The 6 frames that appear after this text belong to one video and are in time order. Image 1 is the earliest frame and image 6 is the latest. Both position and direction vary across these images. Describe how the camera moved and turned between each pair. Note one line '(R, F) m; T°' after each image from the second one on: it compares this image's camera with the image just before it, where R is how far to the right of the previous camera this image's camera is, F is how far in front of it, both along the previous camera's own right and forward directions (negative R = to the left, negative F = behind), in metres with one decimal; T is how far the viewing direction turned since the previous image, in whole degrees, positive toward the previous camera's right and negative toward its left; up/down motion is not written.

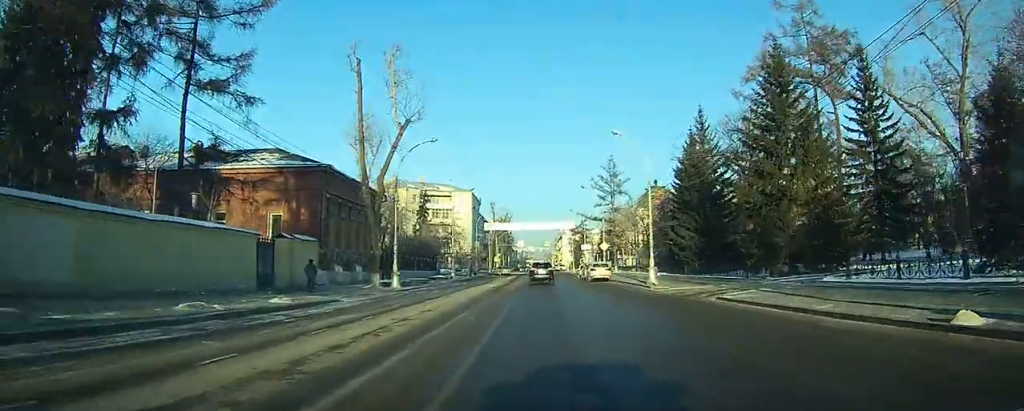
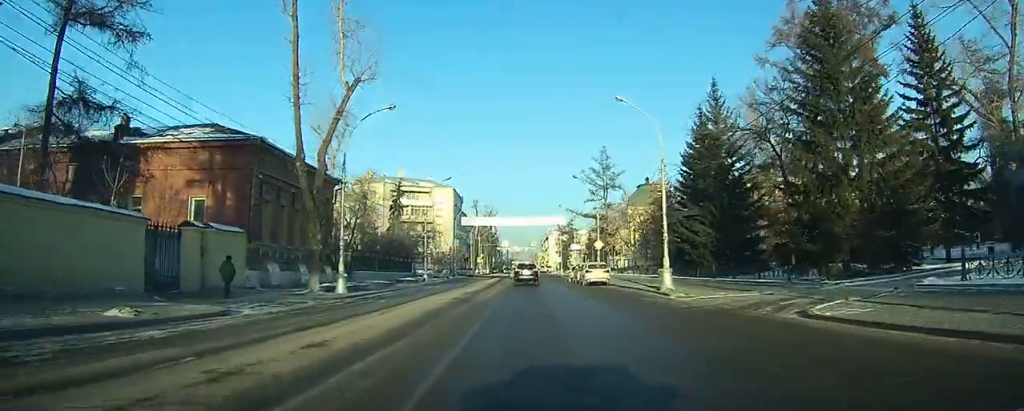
(0.0, +6.1) m; 0°
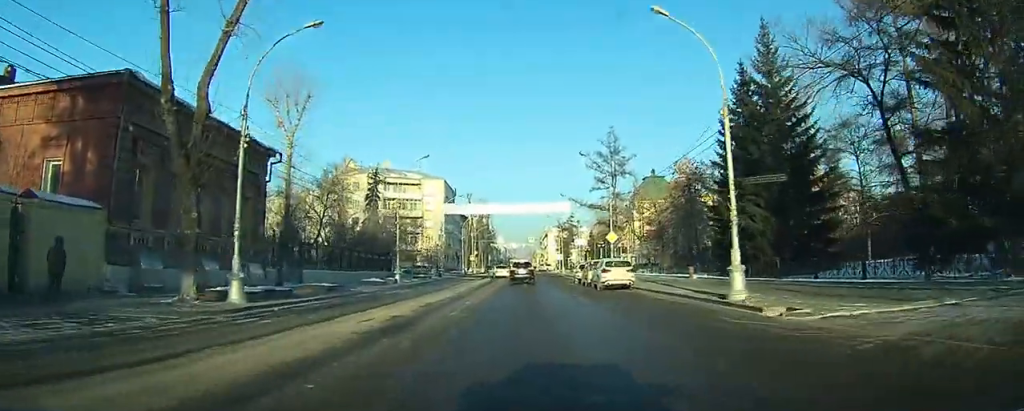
(0.0, +9.0) m; 0°
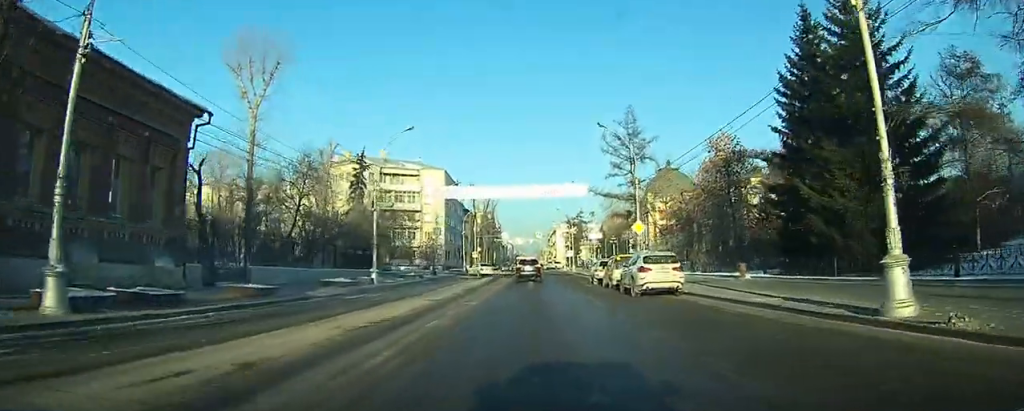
(0.0, +8.8) m; 0°
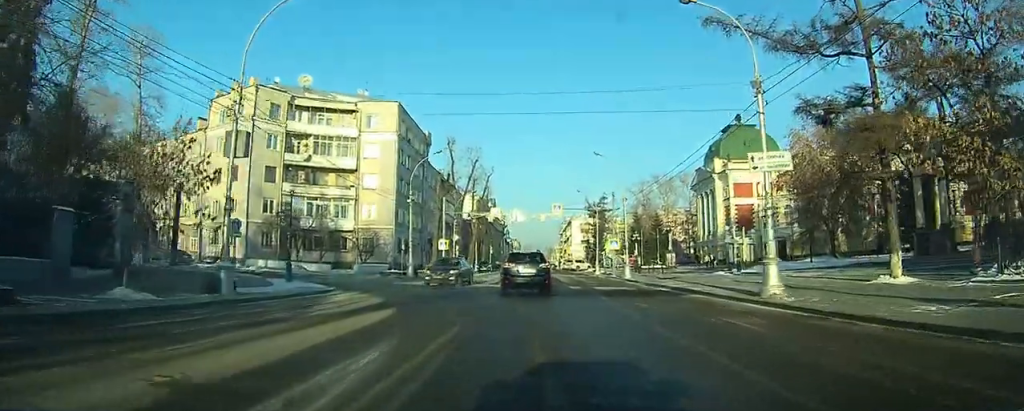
(-0.3, +48.3) m; -1°
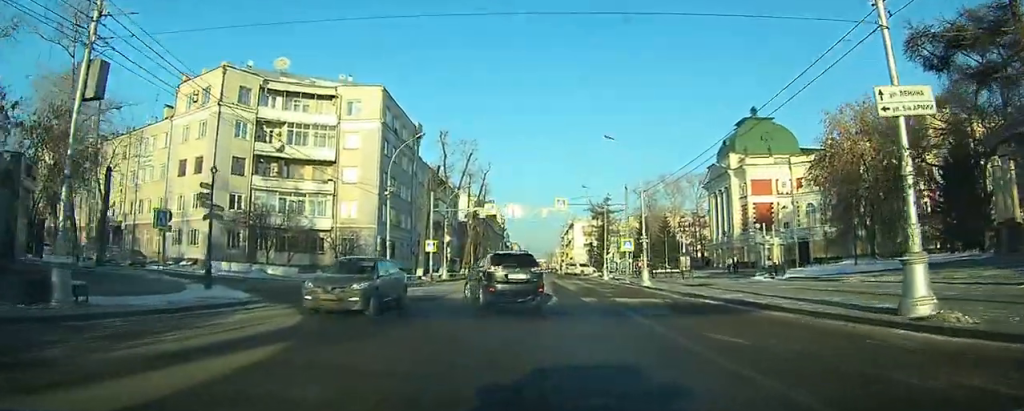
(+0.1, +4.8) m; +1°
